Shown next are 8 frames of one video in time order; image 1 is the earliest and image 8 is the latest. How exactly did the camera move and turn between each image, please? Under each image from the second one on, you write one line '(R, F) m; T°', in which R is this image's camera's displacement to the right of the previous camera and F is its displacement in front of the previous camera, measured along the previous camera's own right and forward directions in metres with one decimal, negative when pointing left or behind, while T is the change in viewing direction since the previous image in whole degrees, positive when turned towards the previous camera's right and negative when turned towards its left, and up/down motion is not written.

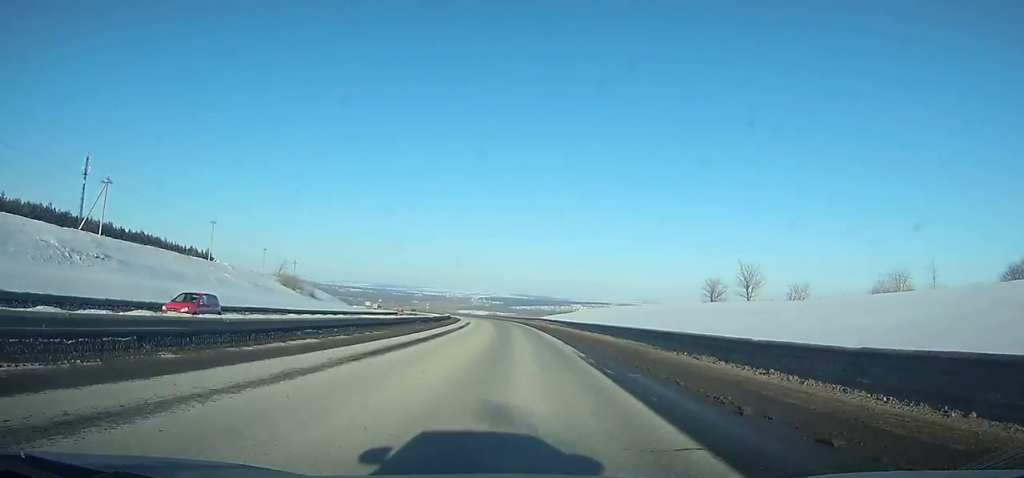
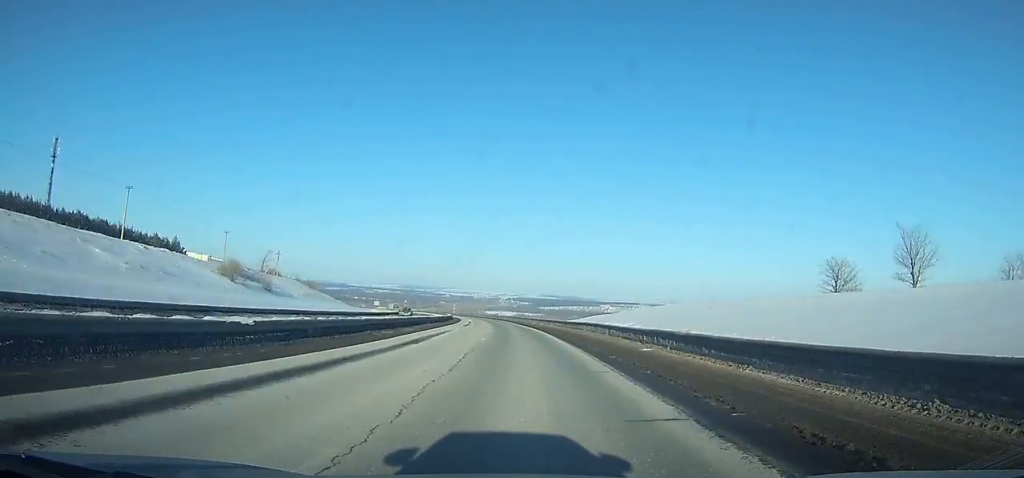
(-0.2, +39.7) m; -2°
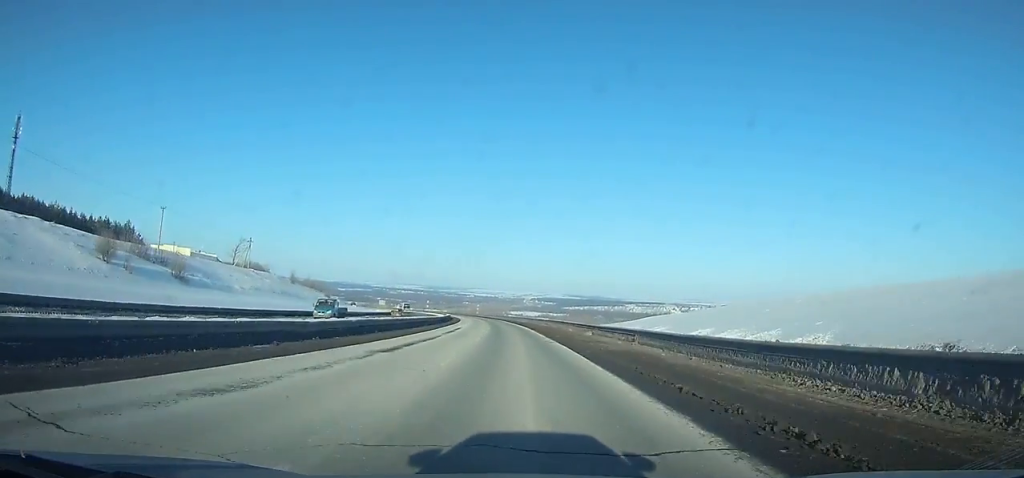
(-1.5, +37.9) m; -3°
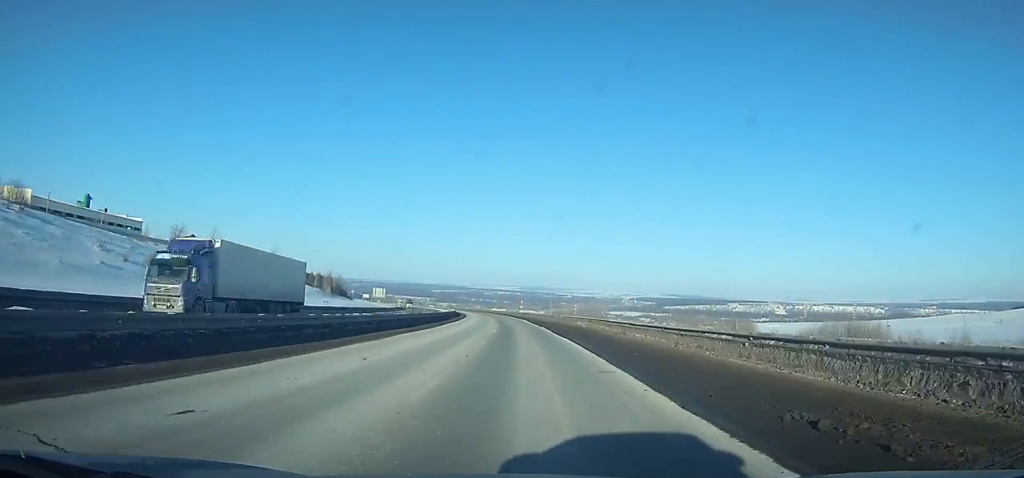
(-11.2, +139.1) m; -9°
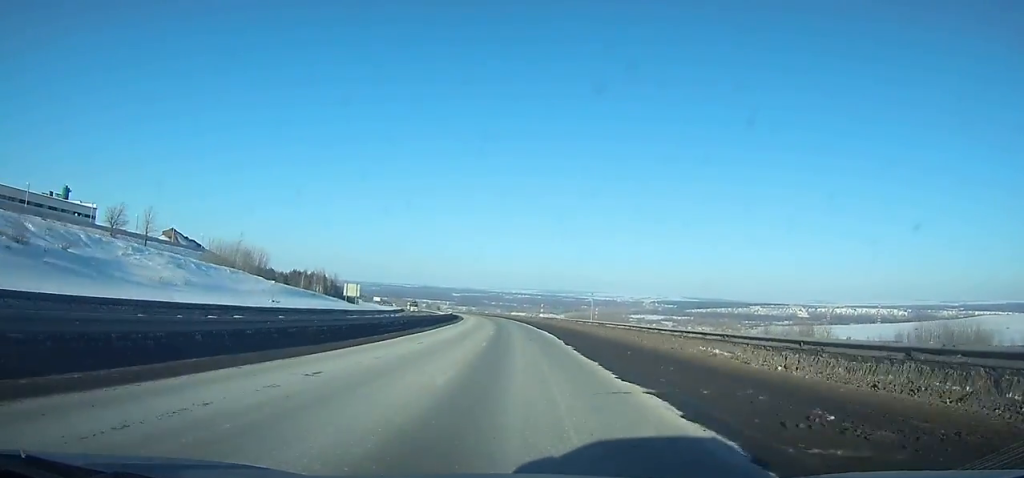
(-0.1, +34.2) m; -2°
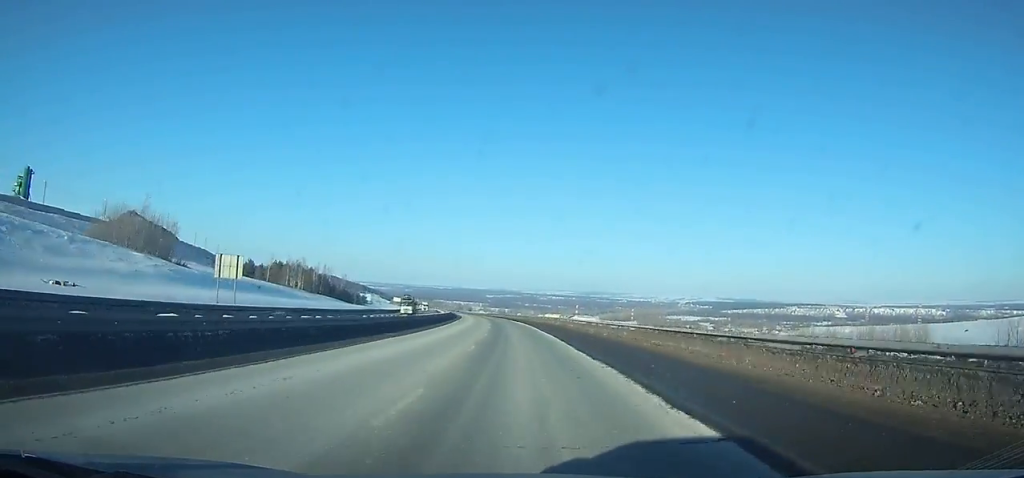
(-2.0, +52.1) m; -4°
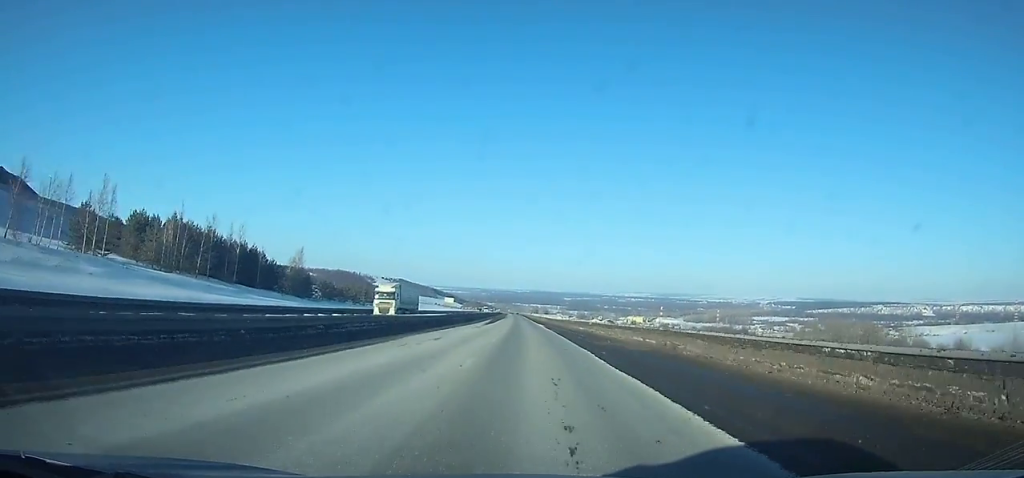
(-7.3, +115.5) m; -7°
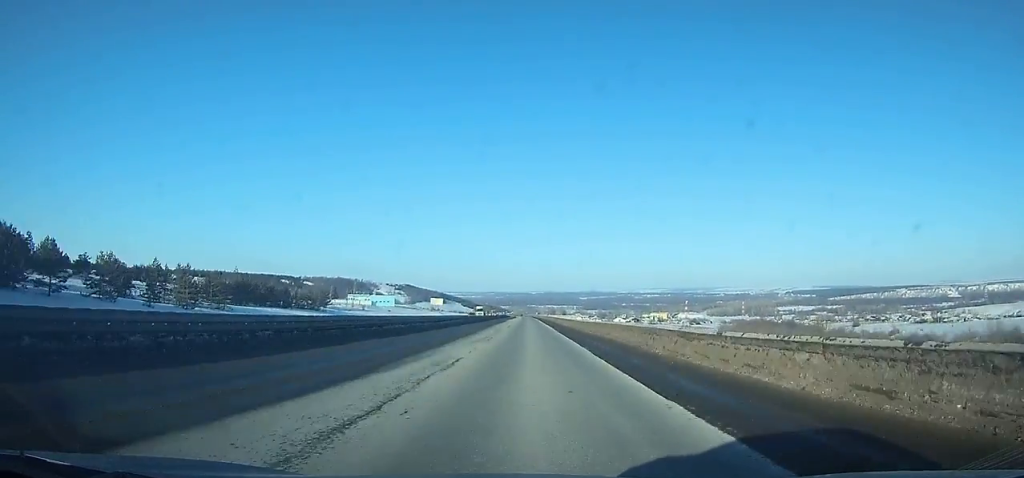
(-3.1, +108.0) m; -2°
